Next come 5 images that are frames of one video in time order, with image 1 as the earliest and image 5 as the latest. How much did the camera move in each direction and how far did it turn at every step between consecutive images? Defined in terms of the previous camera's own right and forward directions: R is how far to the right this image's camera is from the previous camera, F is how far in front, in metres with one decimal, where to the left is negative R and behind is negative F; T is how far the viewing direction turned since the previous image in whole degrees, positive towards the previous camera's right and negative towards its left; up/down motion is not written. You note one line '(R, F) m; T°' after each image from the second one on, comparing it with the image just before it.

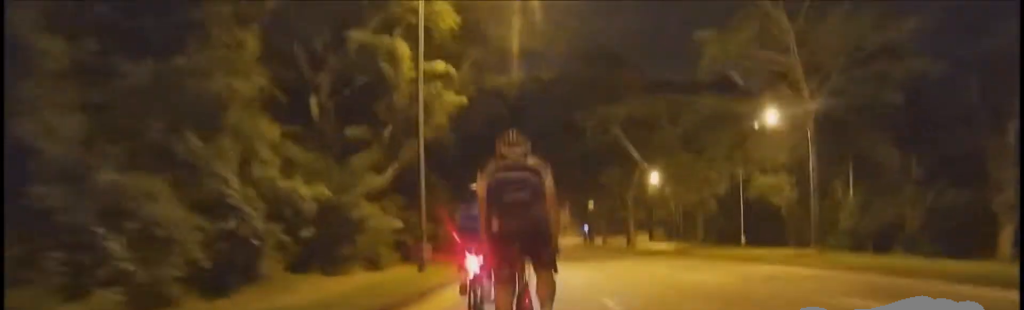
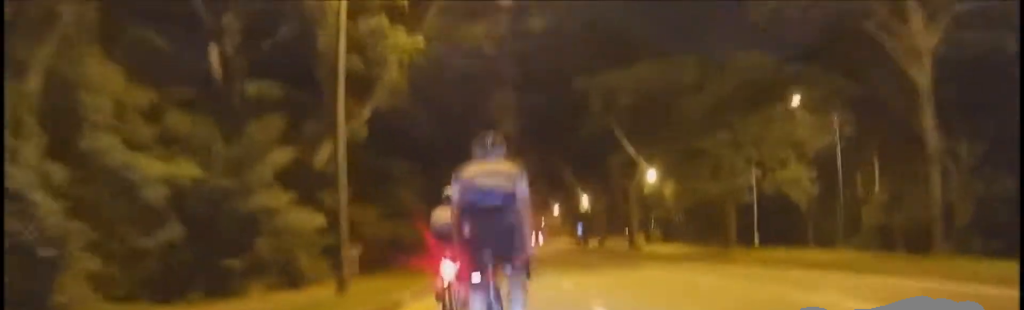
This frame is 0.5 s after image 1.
(-0.2, +7.1) m; 0°
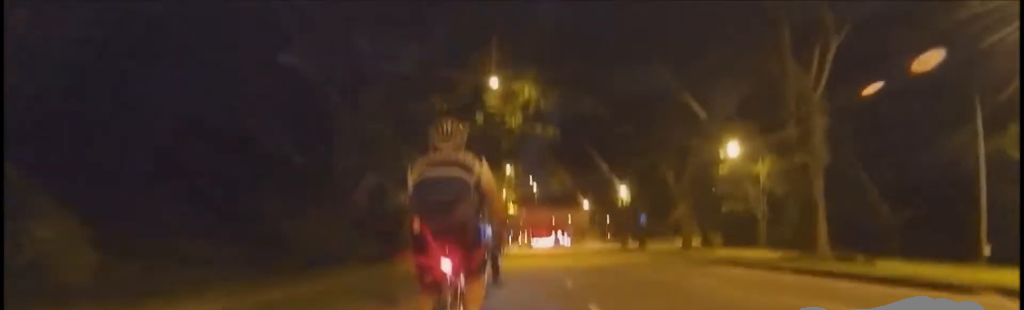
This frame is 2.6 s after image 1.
(+0.6, +29.0) m; 0°
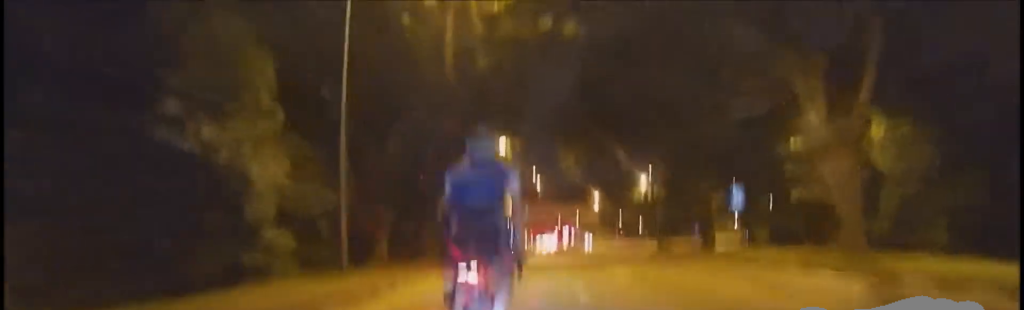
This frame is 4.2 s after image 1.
(-0.2, +20.2) m; +2°
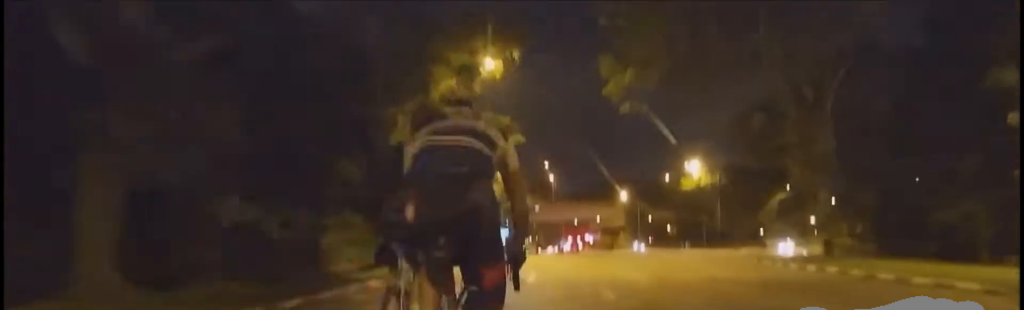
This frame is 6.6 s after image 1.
(+0.5, +29.5) m; -7°
